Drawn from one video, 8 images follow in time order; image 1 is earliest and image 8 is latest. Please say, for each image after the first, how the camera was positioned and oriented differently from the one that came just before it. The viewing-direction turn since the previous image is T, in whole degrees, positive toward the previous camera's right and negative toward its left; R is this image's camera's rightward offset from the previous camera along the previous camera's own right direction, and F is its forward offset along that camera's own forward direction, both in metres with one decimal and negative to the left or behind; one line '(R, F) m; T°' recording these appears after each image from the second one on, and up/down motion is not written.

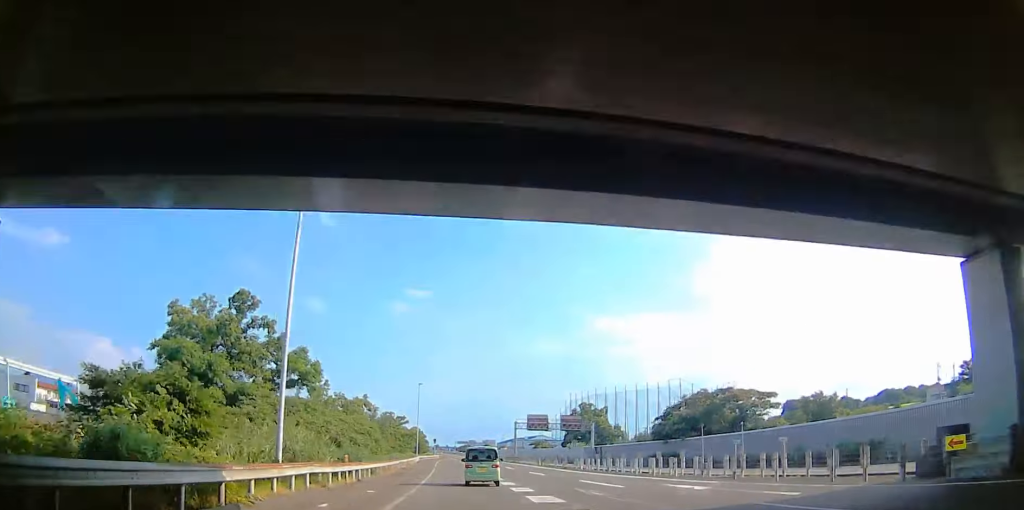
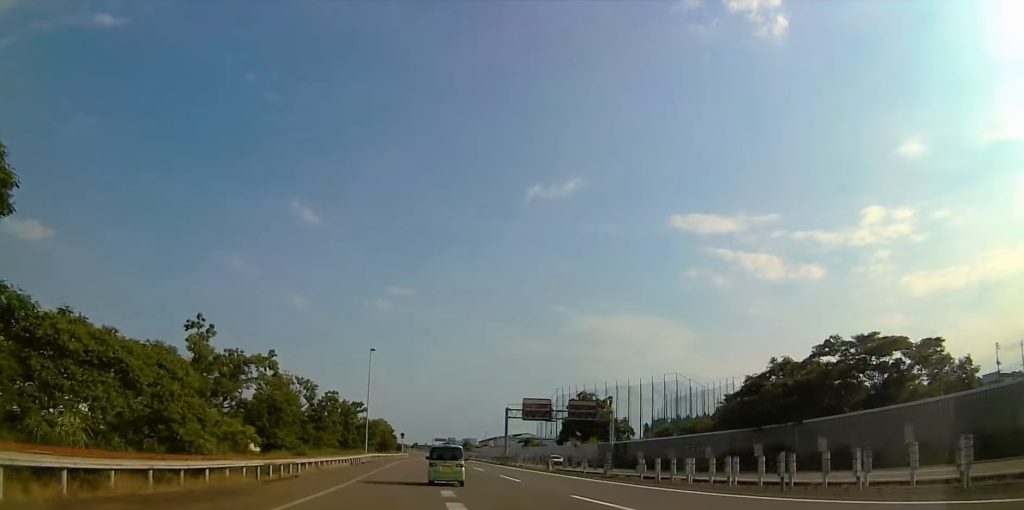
(-0.6, +32.5) m; -1°
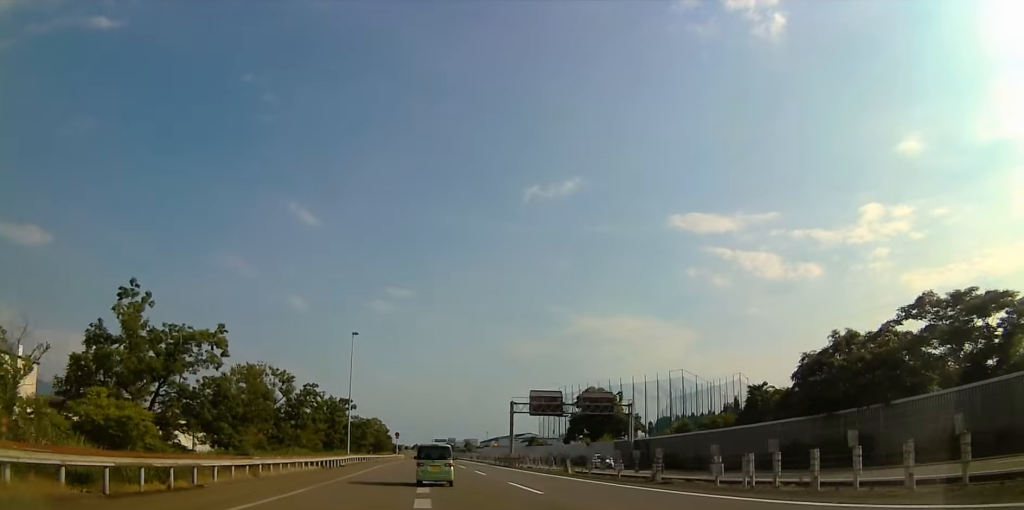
(0.0, +10.2) m; 0°
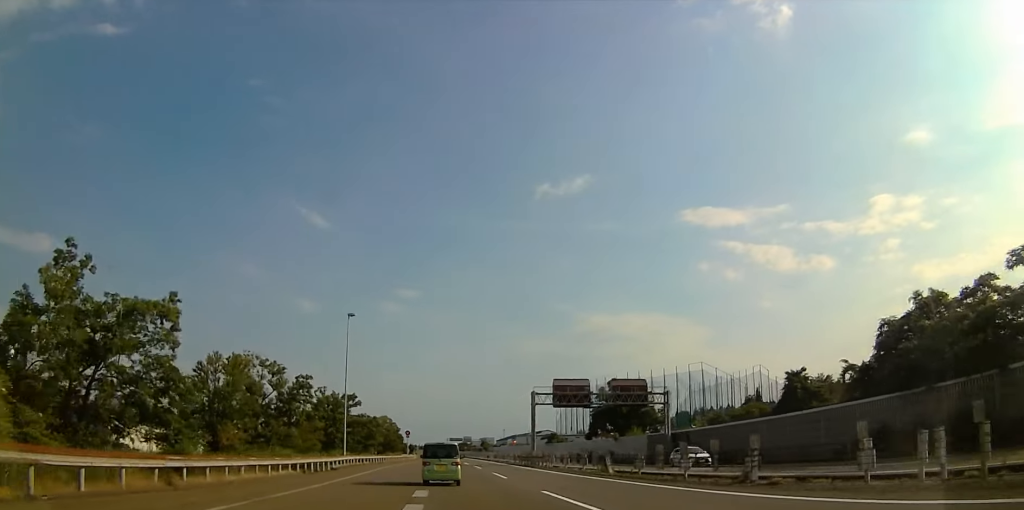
(0.0, +8.1) m; 0°
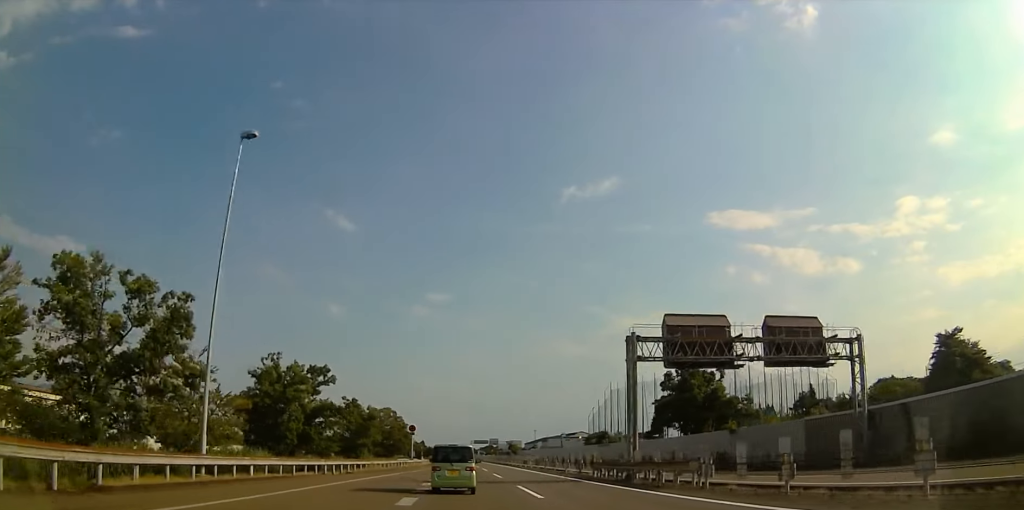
(0.0, +27.5) m; +1°
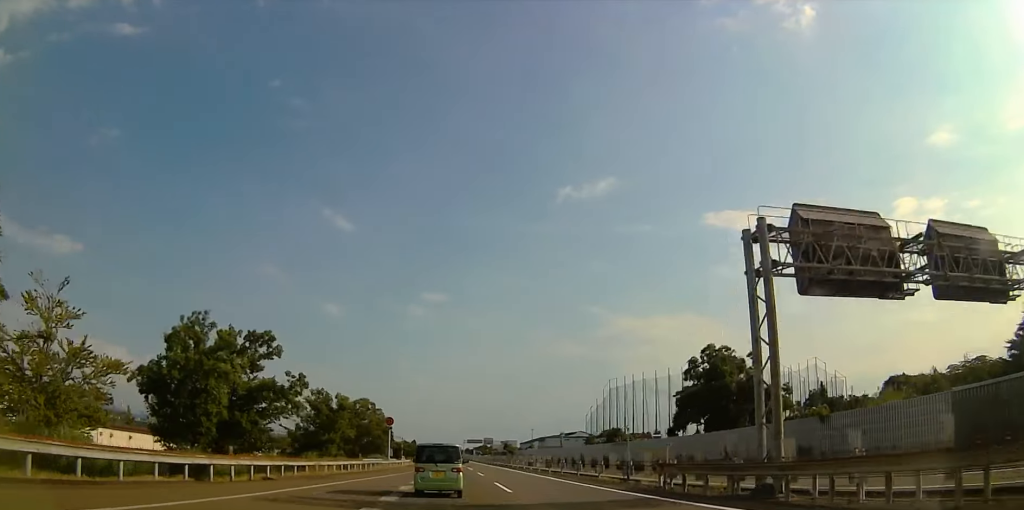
(+0.2, +12.3) m; +1°
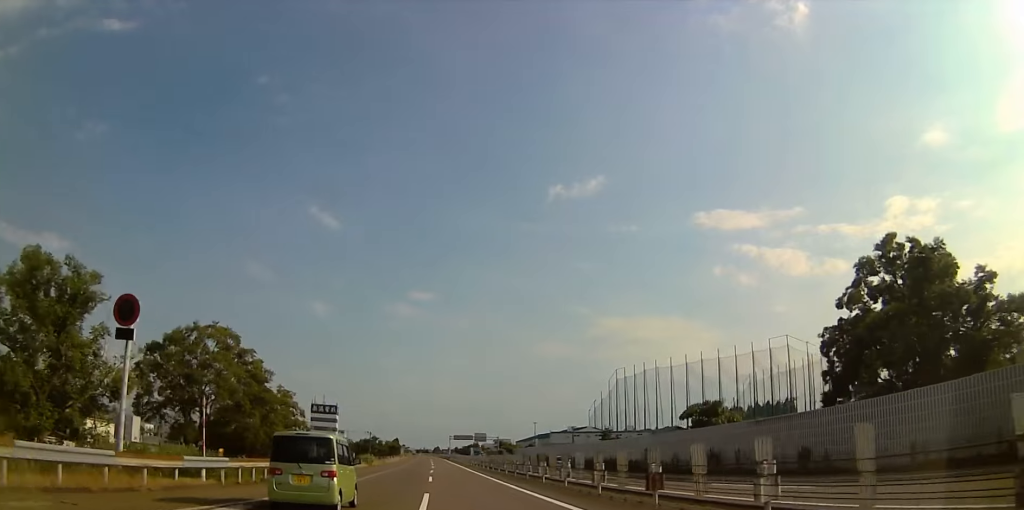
(+0.2, +42.4) m; -2°
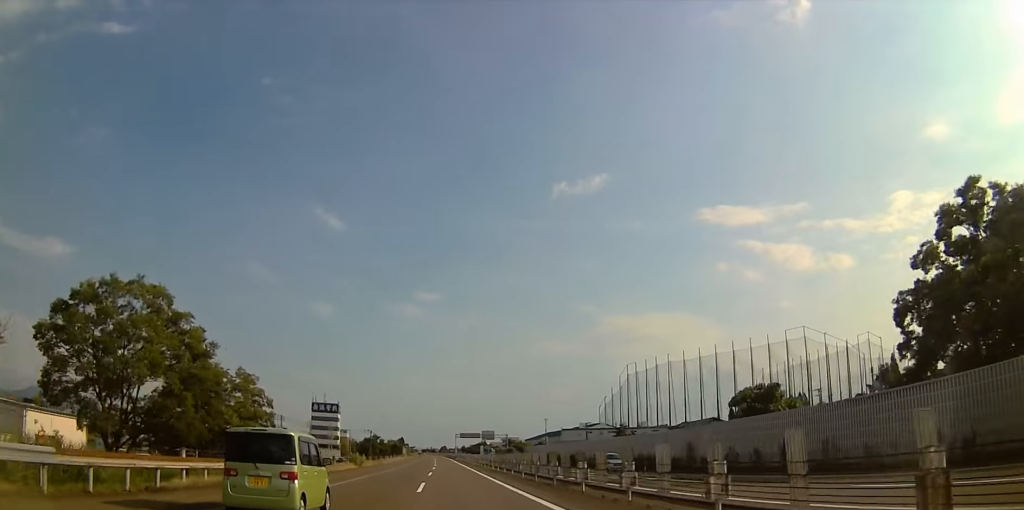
(0.0, +11.4) m; -1°
